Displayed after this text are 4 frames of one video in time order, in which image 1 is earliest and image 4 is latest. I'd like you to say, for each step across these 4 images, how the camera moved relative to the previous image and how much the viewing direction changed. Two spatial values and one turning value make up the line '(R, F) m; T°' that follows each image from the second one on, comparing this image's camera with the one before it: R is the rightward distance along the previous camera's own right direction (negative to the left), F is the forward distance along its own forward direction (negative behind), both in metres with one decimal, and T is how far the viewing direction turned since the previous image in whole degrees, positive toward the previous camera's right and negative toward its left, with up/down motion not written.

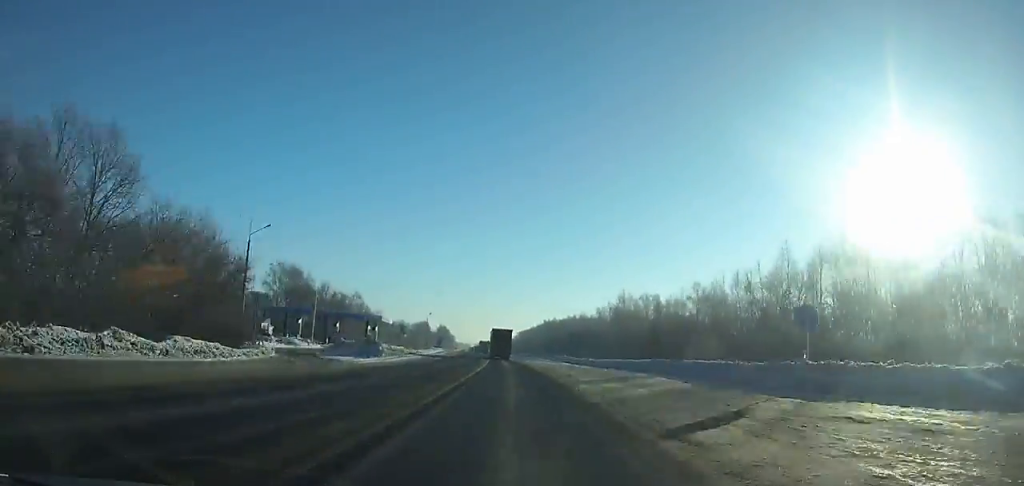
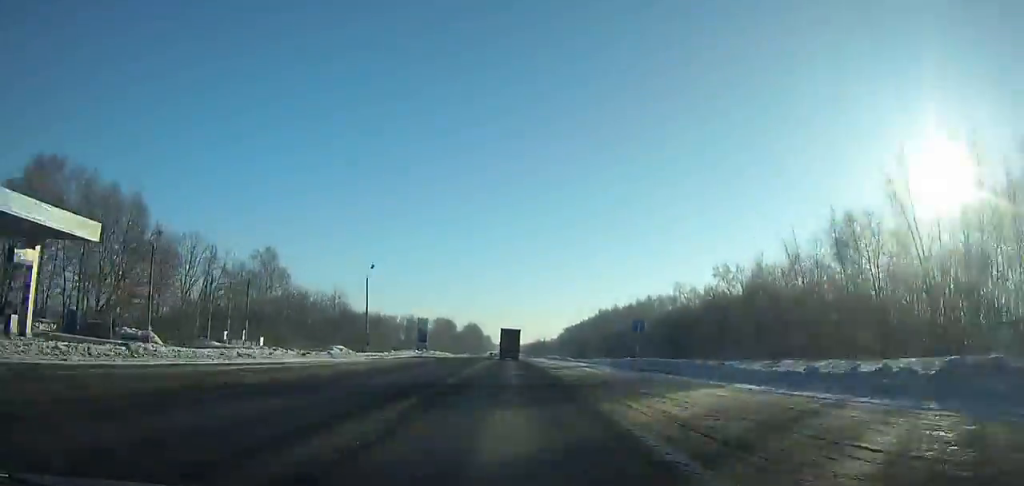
(-3.1, +96.4) m; -3°
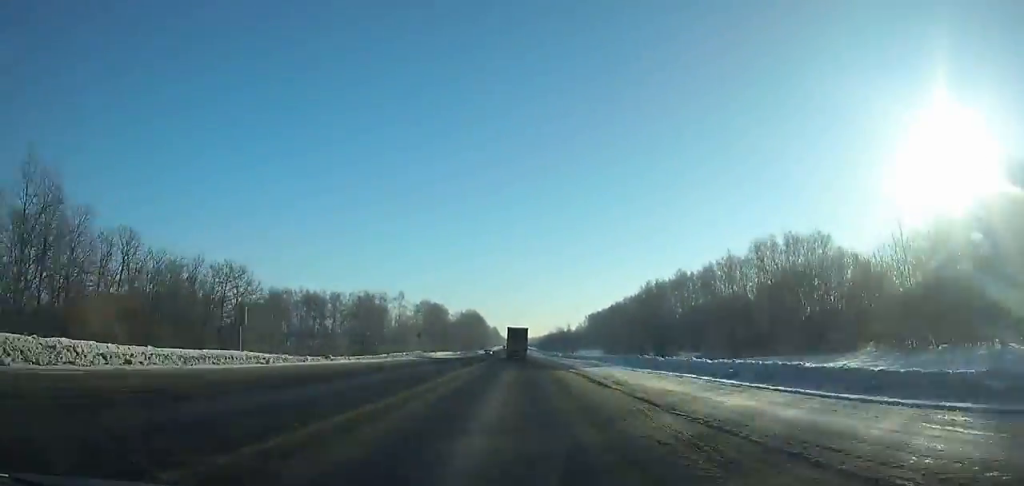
(-0.9, +98.3) m; 0°
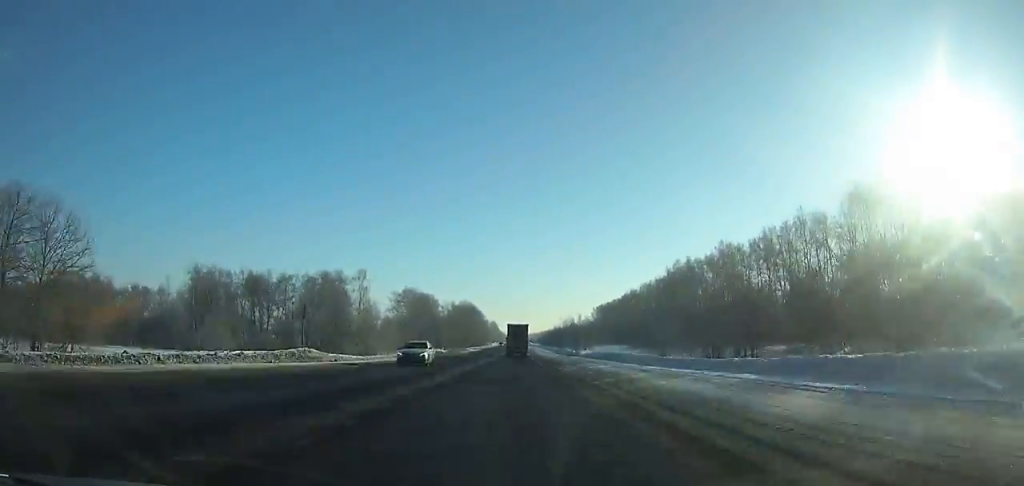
(0.0, +39.7) m; 0°
